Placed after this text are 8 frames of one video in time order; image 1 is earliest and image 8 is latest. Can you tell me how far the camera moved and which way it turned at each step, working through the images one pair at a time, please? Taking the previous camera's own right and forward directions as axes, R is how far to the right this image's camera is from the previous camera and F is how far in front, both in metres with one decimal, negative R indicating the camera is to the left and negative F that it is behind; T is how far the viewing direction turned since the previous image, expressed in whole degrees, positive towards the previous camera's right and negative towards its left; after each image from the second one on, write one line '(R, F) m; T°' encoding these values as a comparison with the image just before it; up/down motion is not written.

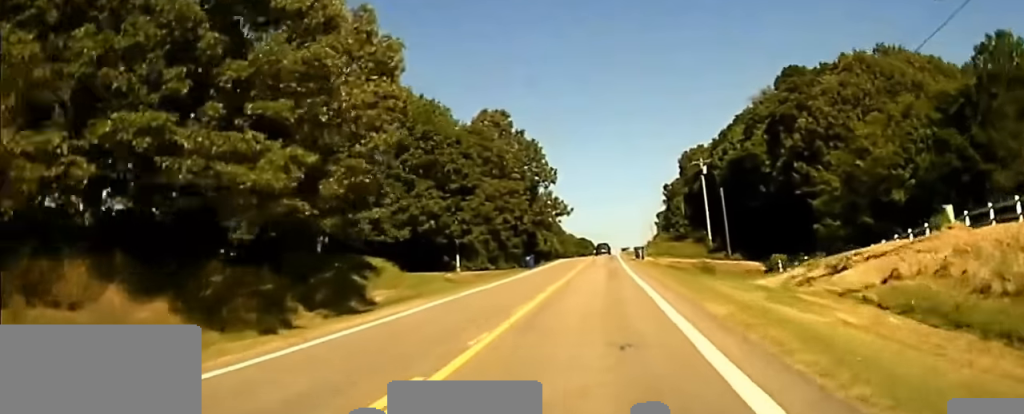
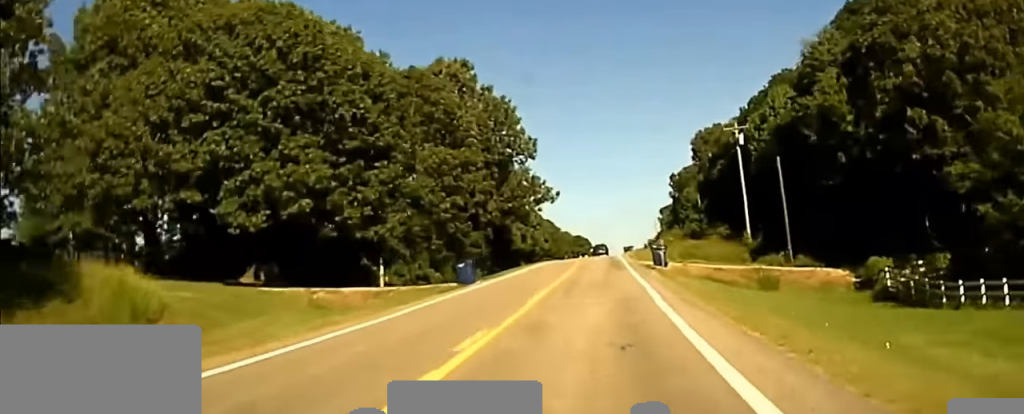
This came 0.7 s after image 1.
(-0.2, +33.2) m; 0°
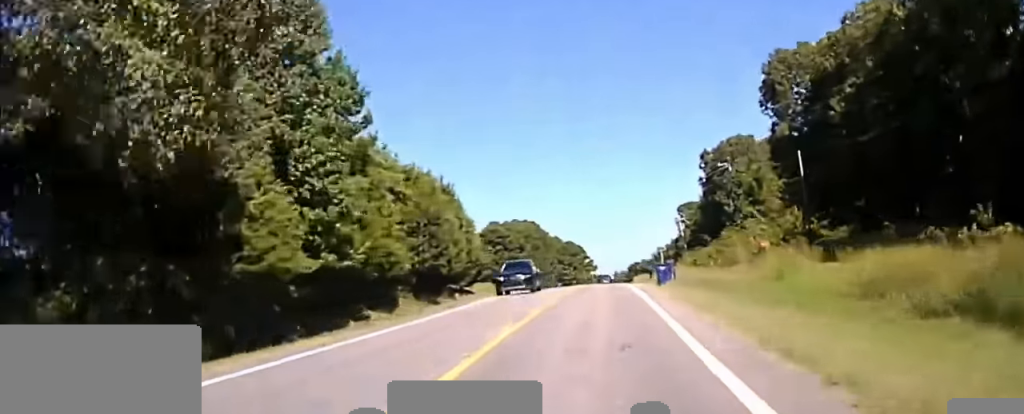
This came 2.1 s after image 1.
(+0.3, +75.1) m; 0°
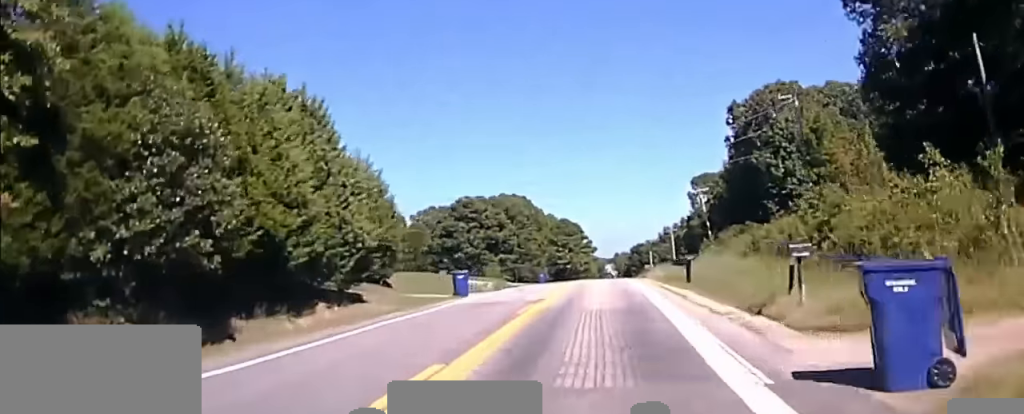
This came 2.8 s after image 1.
(-0.1, +37.6) m; 0°
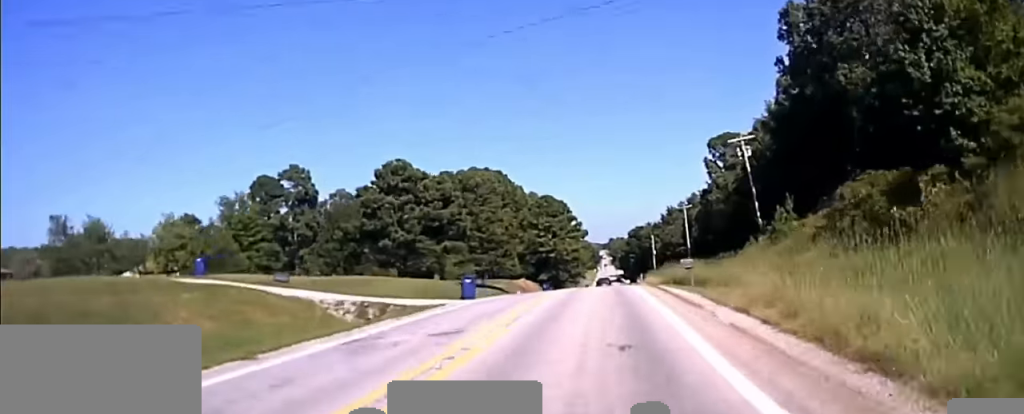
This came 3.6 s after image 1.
(0.0, +42.9) m; 0°
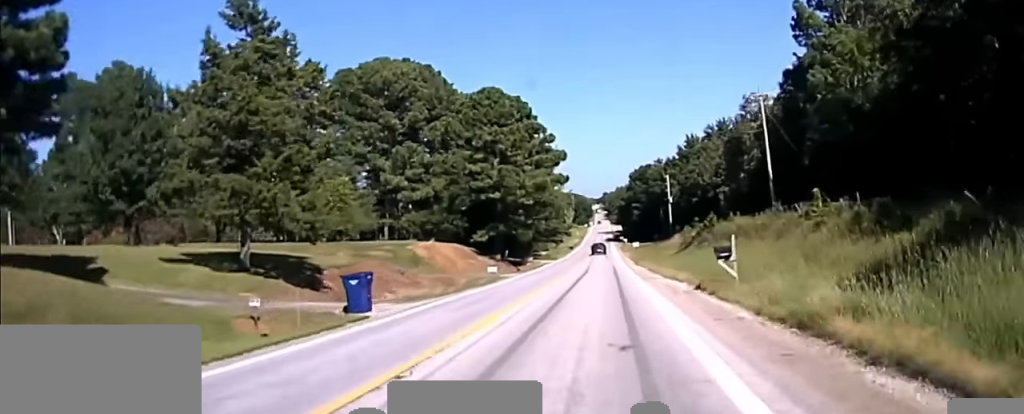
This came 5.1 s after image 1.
(+0.2, +66.0) m; 0°
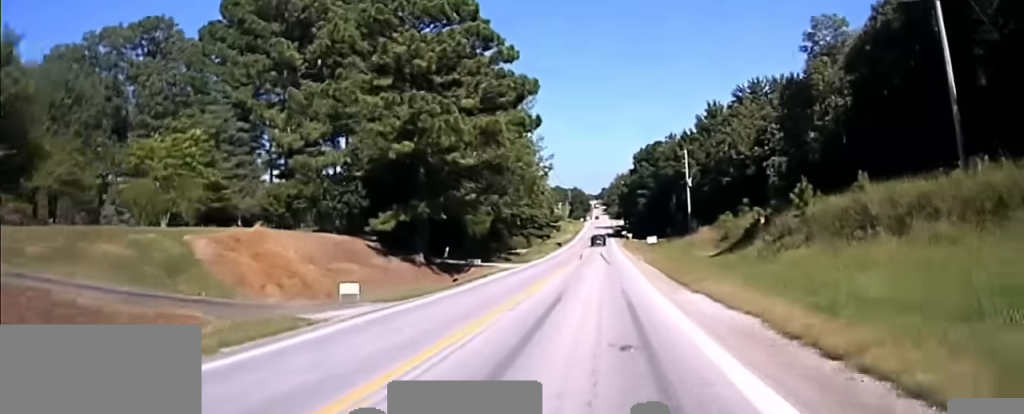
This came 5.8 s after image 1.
(0.0, +30.6) m; 0°
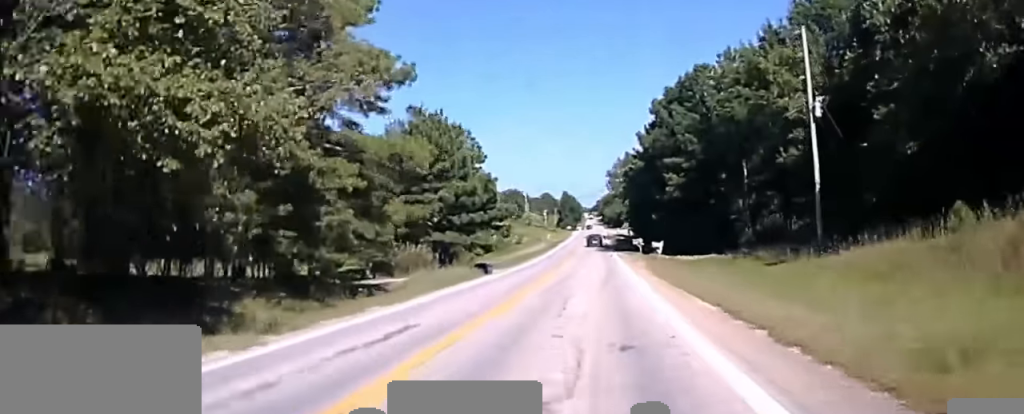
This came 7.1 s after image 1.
(0.0, +65.6) m; 0°
